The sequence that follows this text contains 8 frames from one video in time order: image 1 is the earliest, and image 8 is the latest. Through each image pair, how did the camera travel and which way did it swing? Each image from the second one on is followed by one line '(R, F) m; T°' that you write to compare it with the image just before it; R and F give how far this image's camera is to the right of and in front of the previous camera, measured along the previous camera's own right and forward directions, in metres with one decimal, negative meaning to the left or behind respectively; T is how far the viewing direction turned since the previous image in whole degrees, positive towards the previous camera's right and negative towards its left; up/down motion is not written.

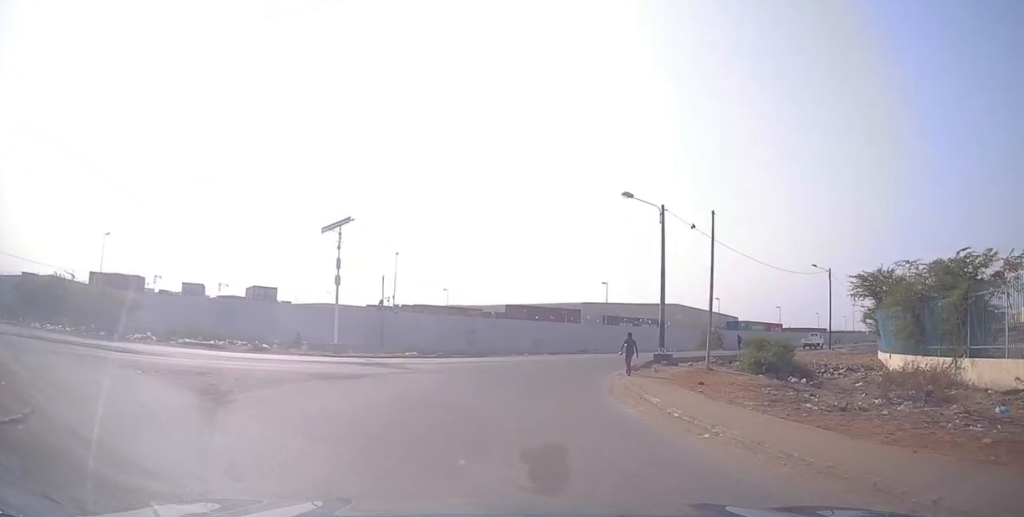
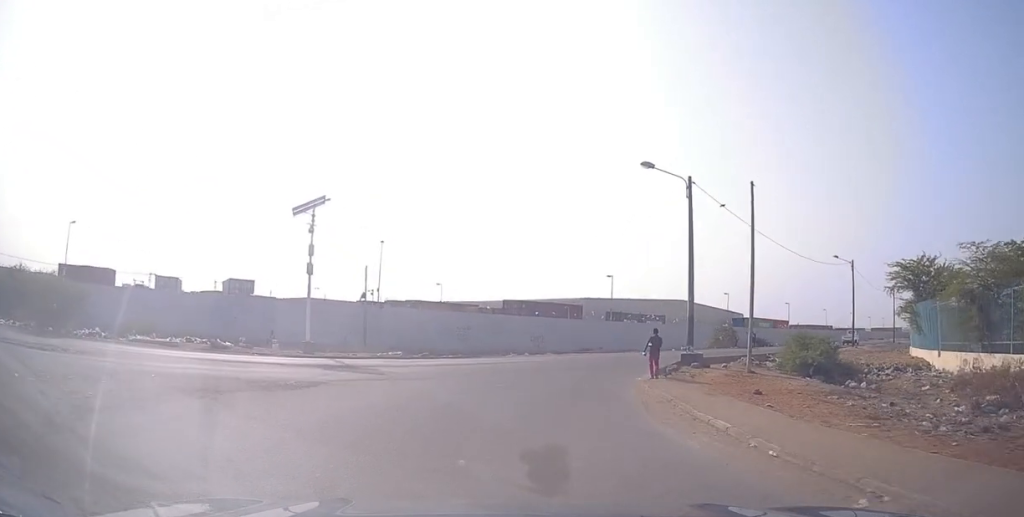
(0.0, +4.5) m; +2°
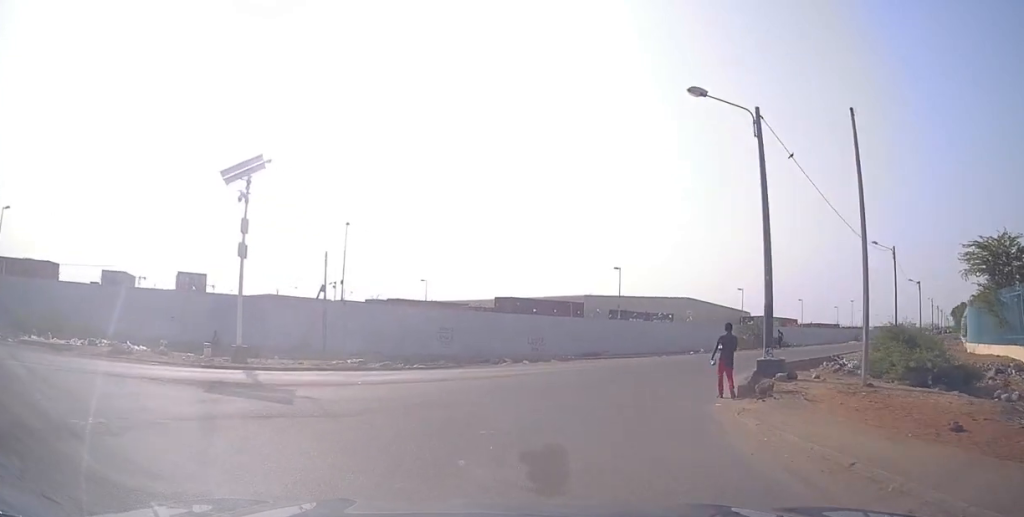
(+0.3, +7.6) m; +3°
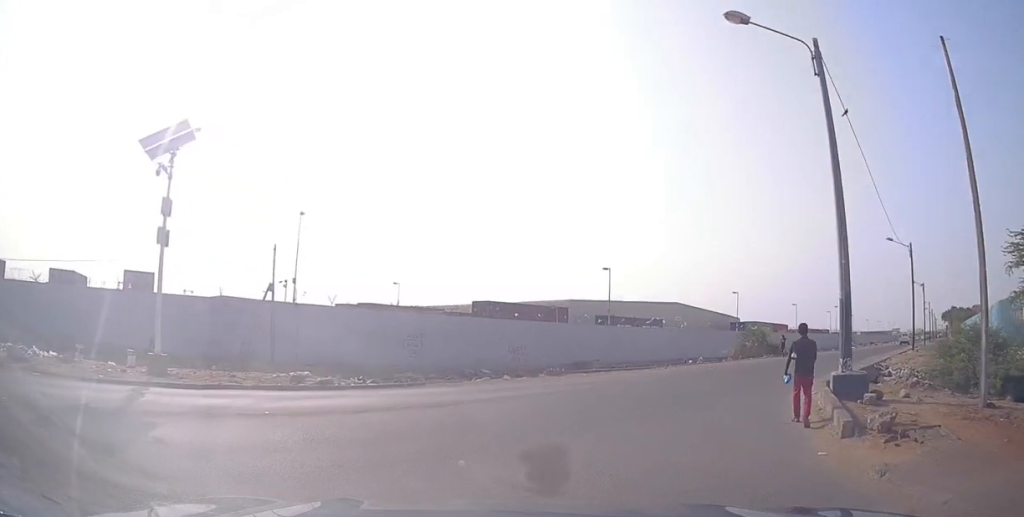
(+0.1, +6.3) m; +1°
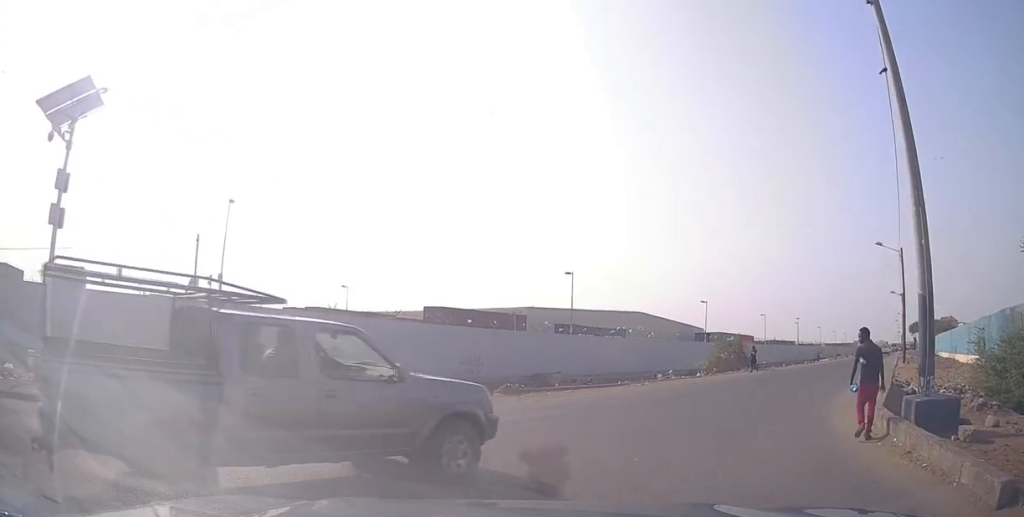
(+0.4, +6.4) m; +12°
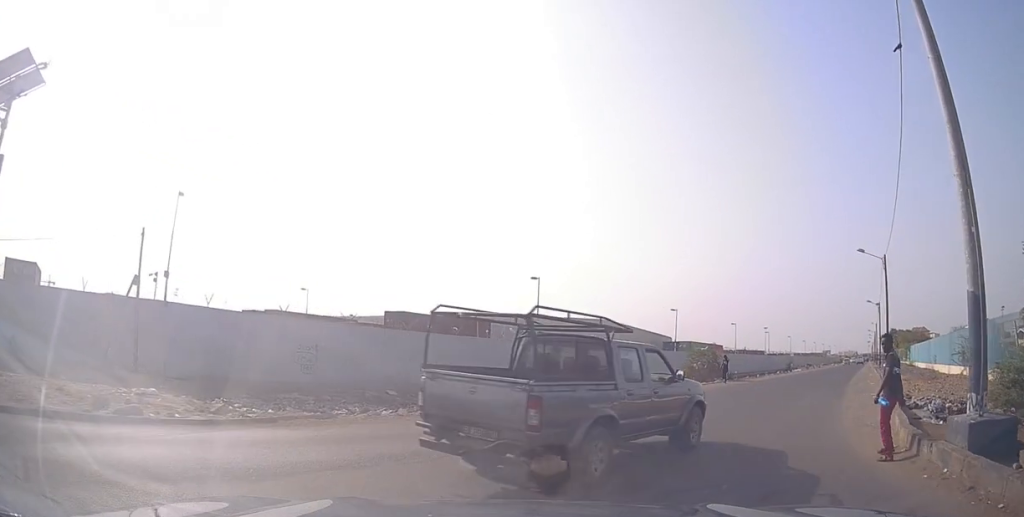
(+0.2, +1.9) m; +2°
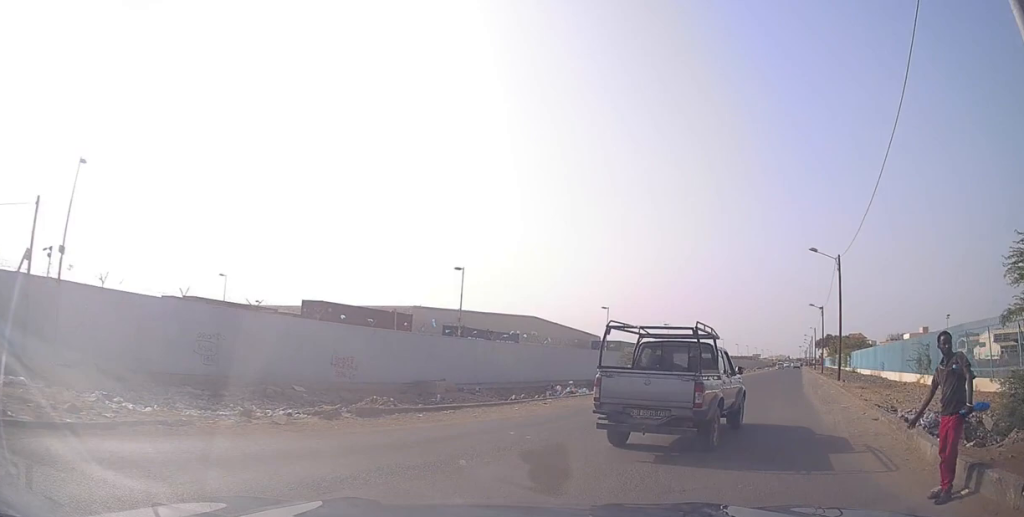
(-0.1, +2.9) m; +8°
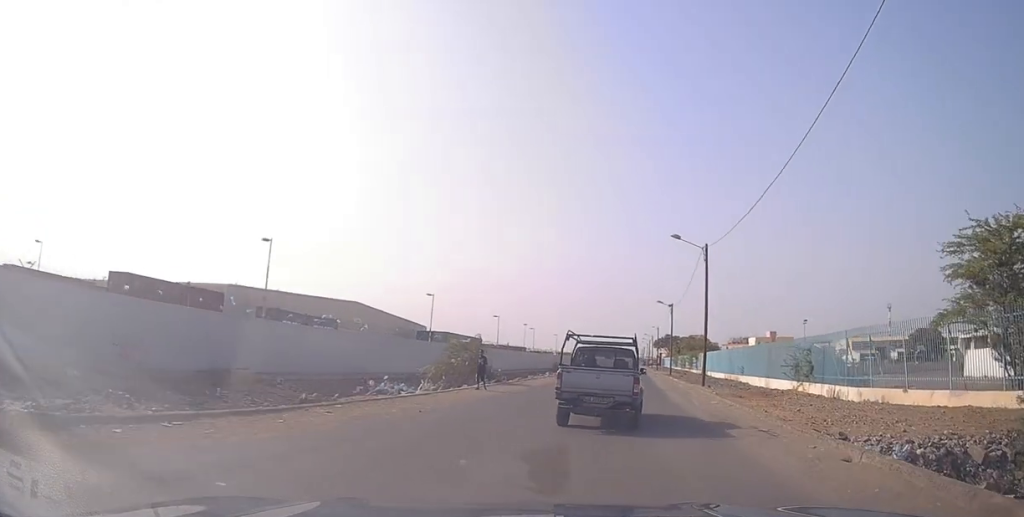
(+0.7, +4.8) m; +11°
